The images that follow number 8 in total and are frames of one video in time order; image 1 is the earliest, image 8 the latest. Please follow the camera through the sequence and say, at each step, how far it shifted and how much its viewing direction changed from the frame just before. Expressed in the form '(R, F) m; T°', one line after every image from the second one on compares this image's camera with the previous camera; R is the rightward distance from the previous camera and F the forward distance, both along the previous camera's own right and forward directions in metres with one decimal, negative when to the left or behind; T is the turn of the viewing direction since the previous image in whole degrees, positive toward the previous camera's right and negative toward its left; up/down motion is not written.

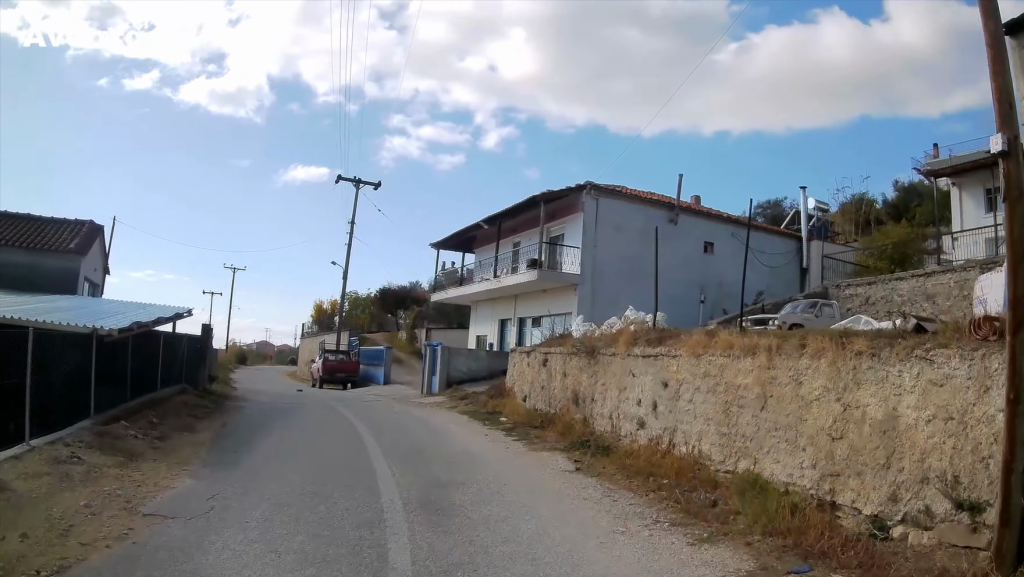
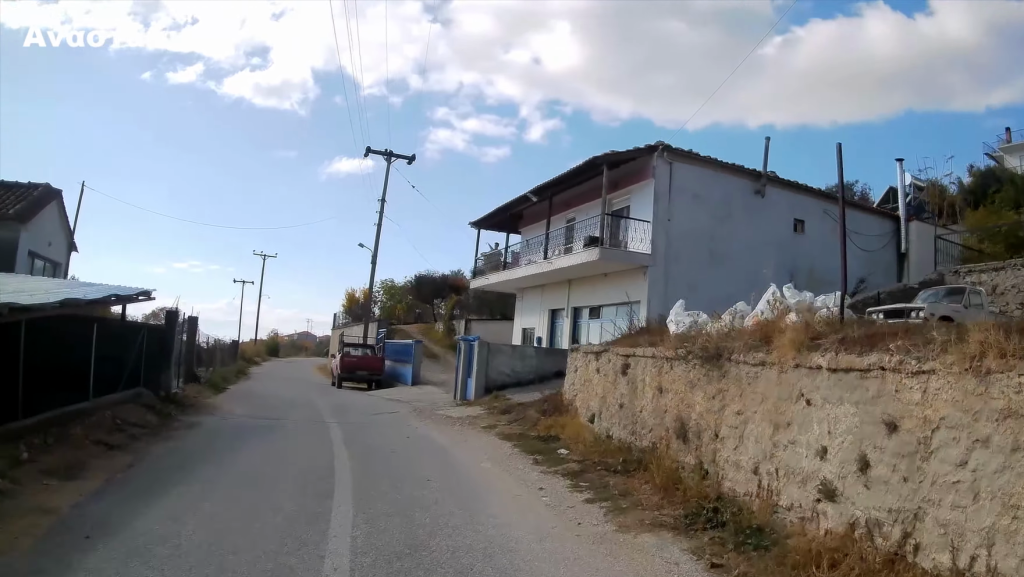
(-0.2, +4.0) m; -6°
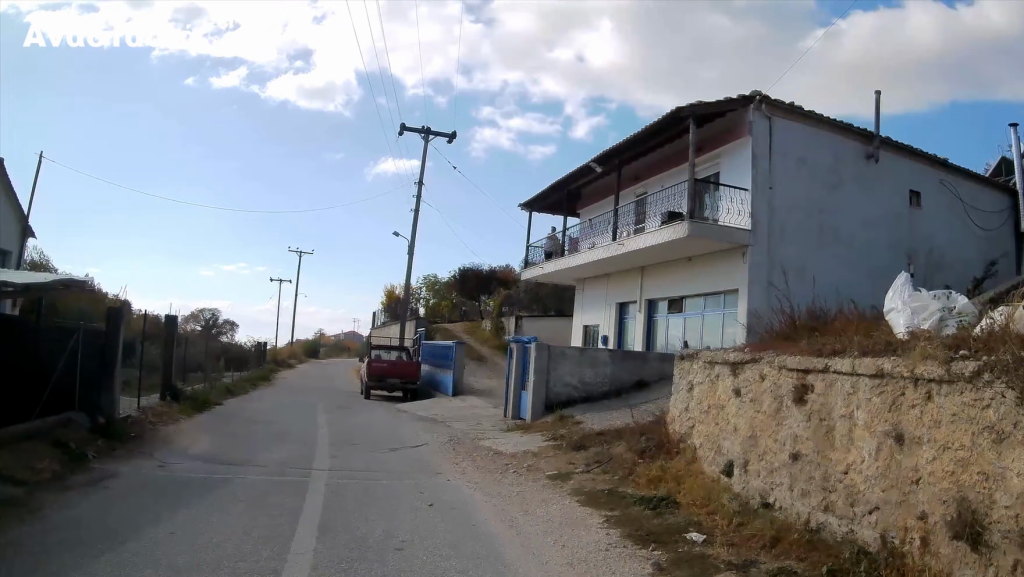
(-0.1, +3.9) m; -3°
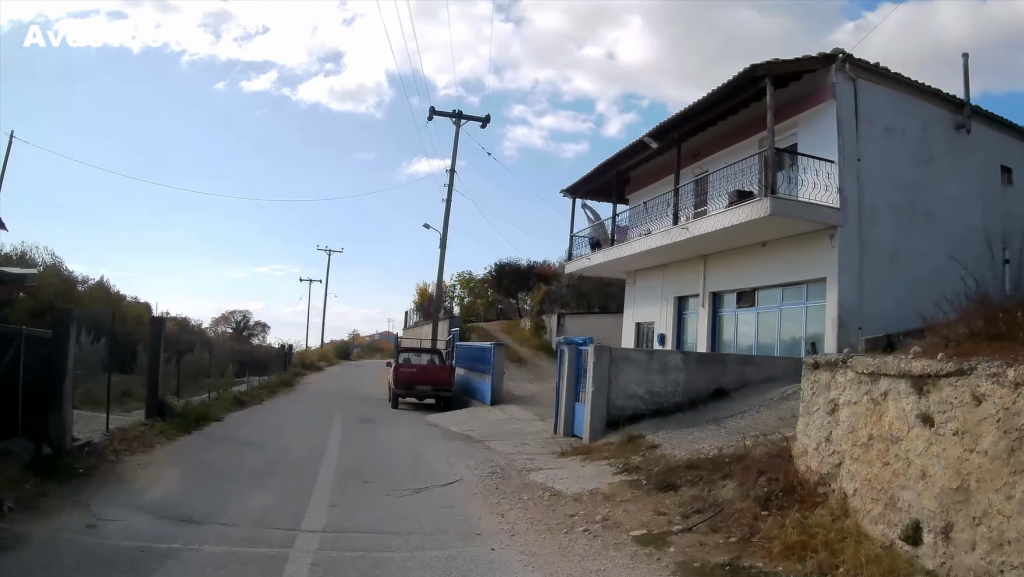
(-0.1, +2.3) m; -4°
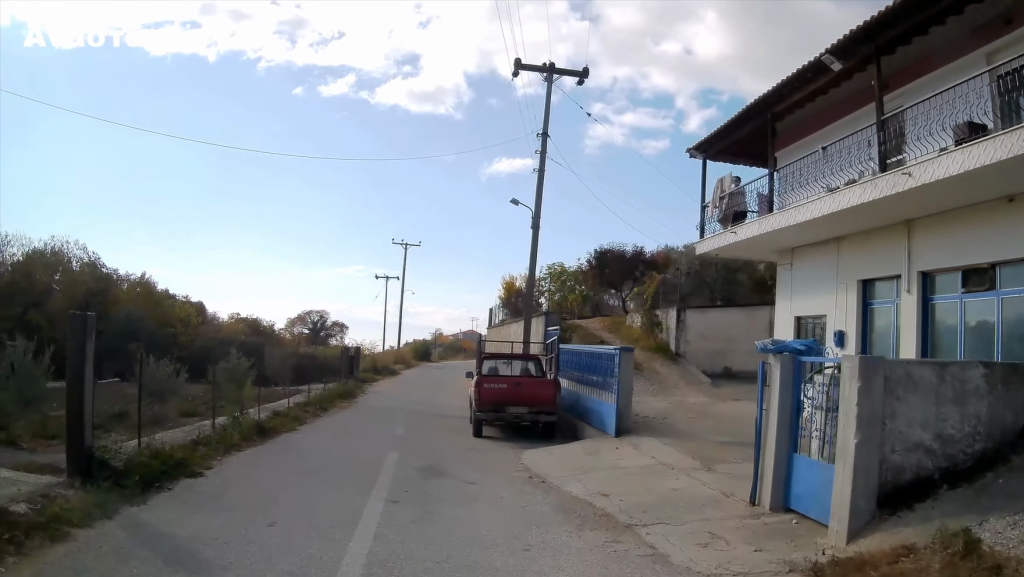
(-0.3, +4.9) m; -10°
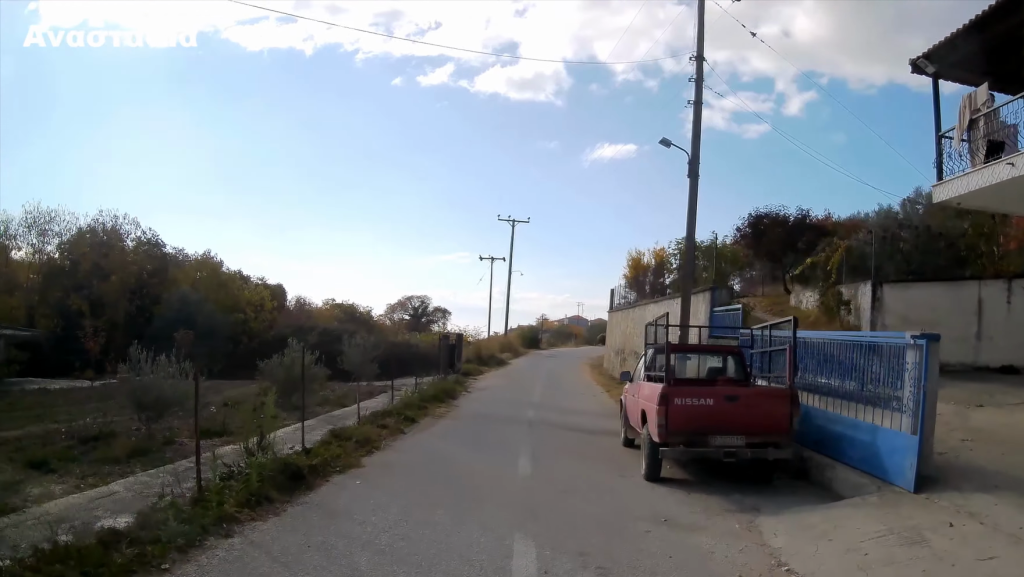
(-0.6, +5.3) m; -7°
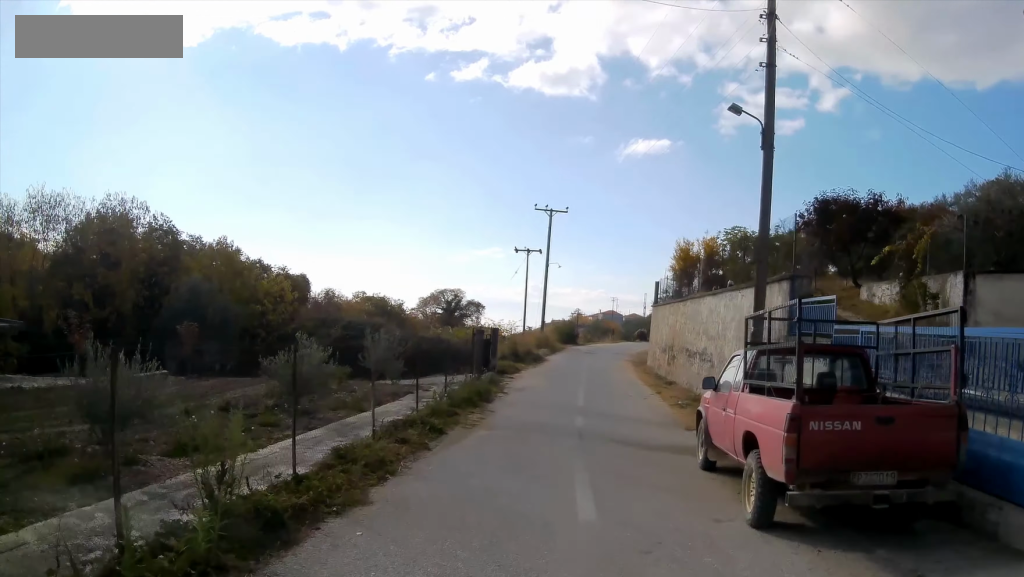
(0.0, +2.3) m; -1°
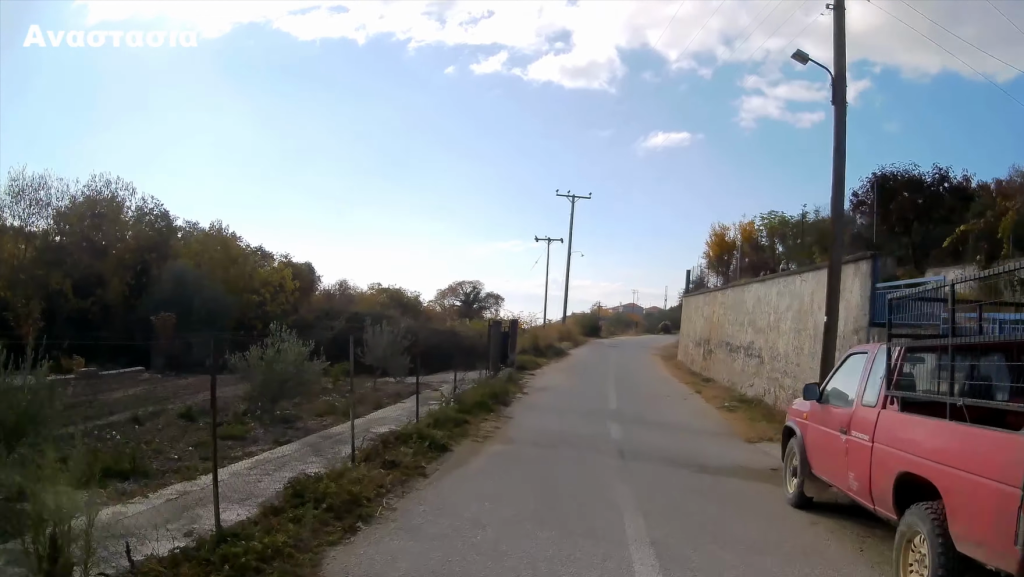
(0.0, +2.5) m; -1°
